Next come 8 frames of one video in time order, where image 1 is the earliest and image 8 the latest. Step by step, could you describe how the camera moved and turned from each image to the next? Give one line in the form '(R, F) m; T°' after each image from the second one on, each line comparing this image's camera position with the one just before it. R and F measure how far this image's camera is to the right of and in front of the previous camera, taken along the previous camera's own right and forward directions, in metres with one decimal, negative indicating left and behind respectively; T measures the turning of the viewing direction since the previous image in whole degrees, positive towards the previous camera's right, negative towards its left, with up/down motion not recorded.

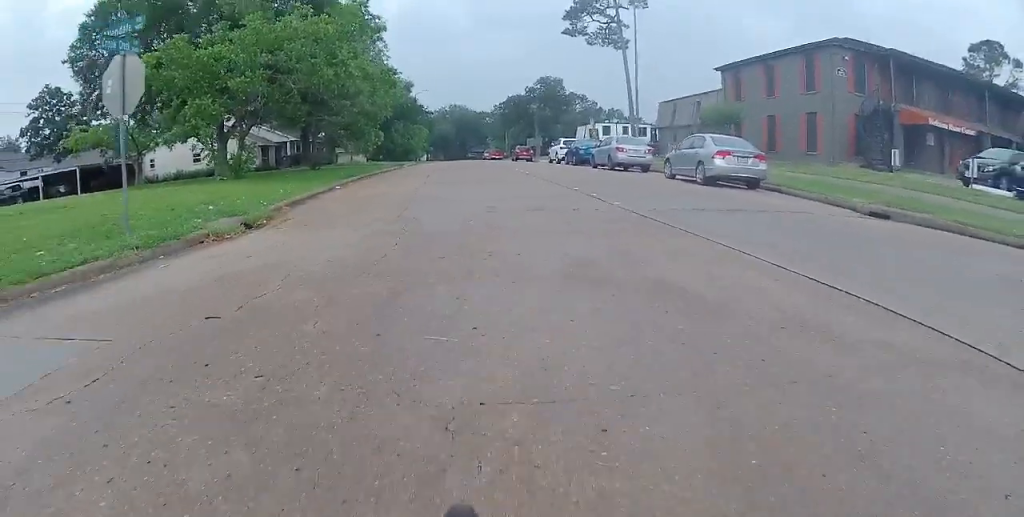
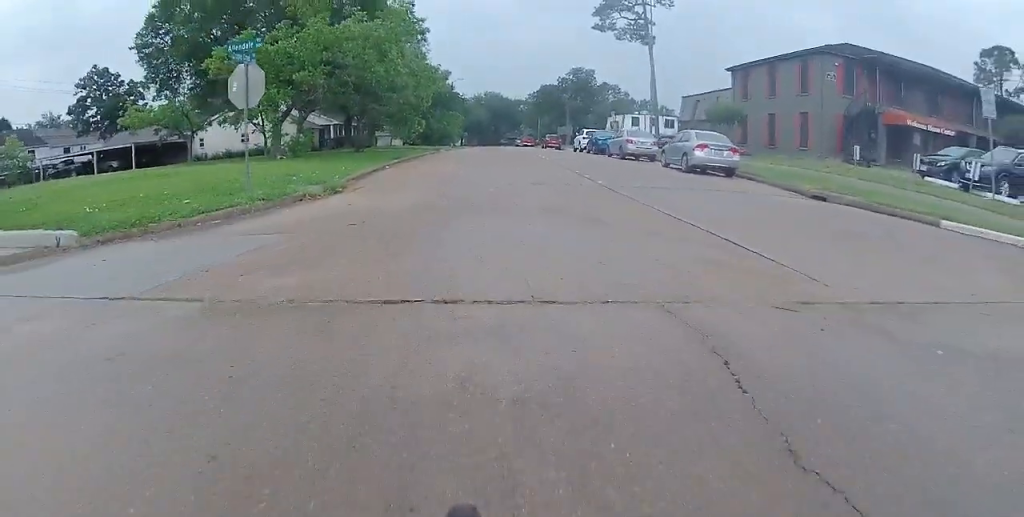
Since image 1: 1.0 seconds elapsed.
(0.0, +3.5) m; +1°
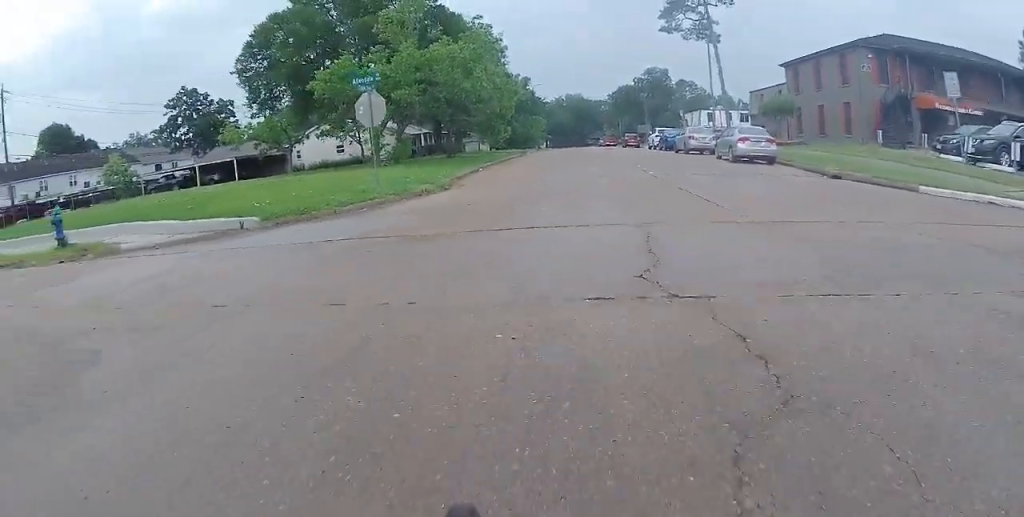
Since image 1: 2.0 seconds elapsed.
(0.0, +3.5) m; -11°
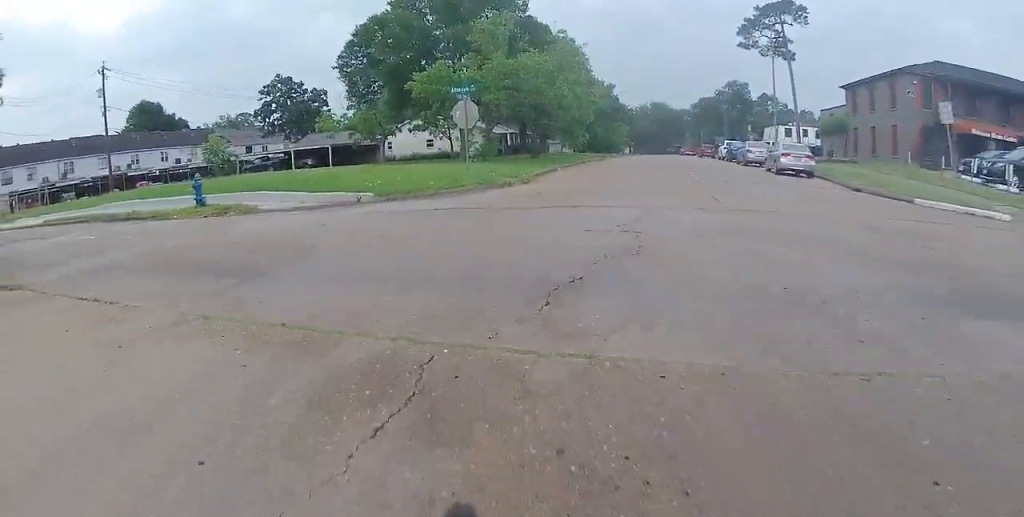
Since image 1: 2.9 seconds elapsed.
(-0.6, +3.1) m; -15°
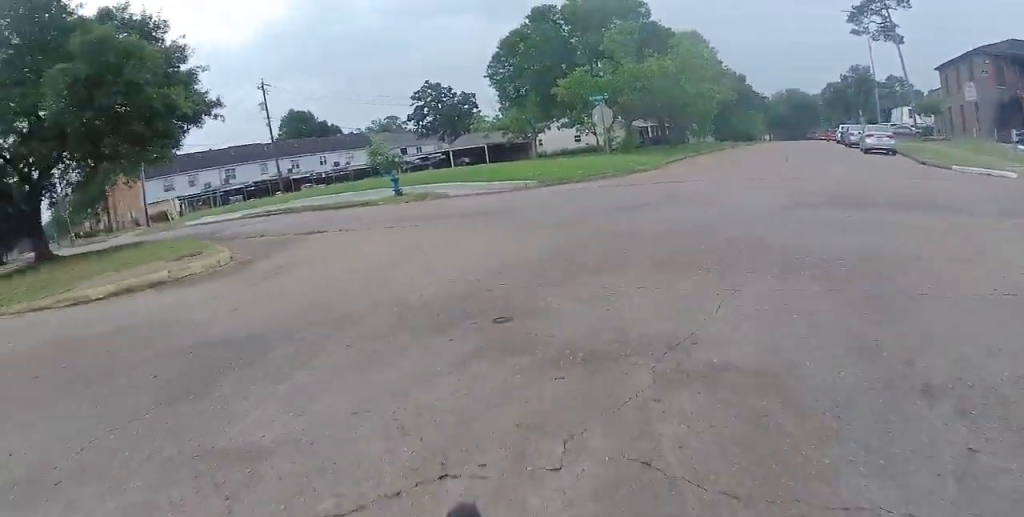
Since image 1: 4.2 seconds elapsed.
(-0.6, +5.3) m; -13°
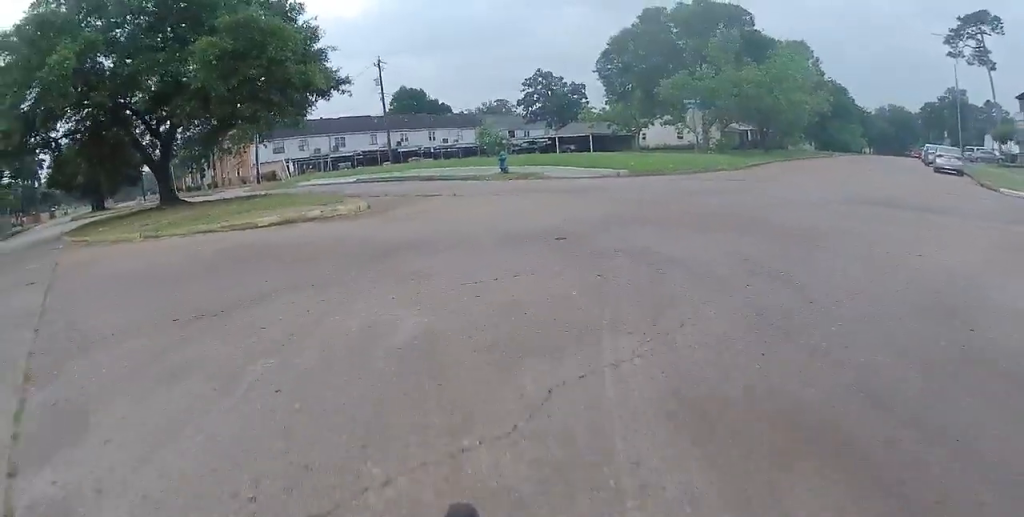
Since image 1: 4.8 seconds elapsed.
(-0.1, +2.6) m; -7°
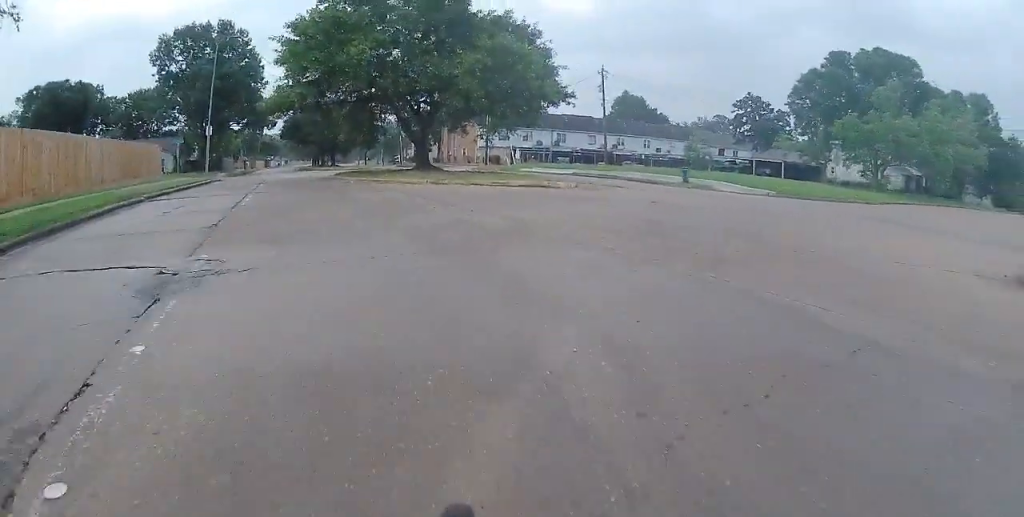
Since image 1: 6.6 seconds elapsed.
(-1.7, +7.2) m; -26°
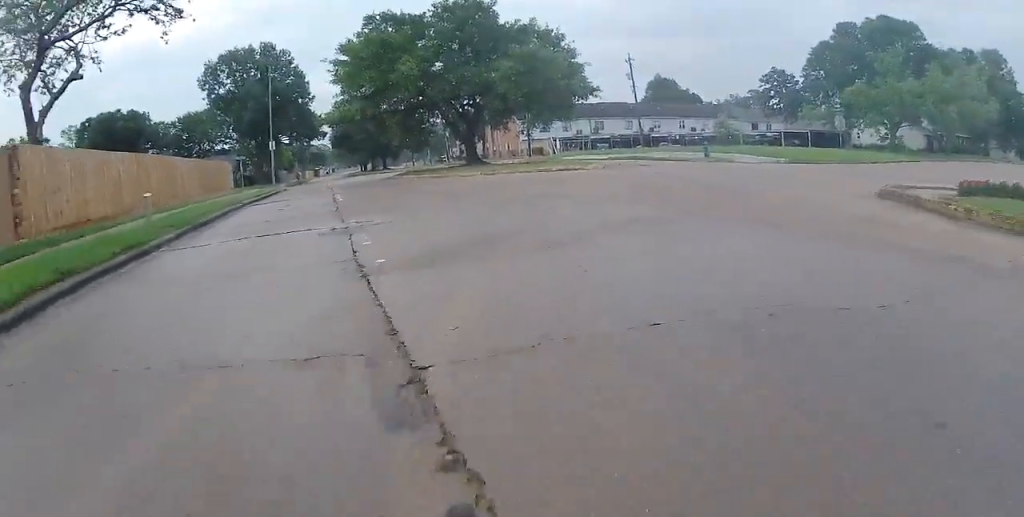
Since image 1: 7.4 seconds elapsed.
(-0.4, +3.8) m; -8°
